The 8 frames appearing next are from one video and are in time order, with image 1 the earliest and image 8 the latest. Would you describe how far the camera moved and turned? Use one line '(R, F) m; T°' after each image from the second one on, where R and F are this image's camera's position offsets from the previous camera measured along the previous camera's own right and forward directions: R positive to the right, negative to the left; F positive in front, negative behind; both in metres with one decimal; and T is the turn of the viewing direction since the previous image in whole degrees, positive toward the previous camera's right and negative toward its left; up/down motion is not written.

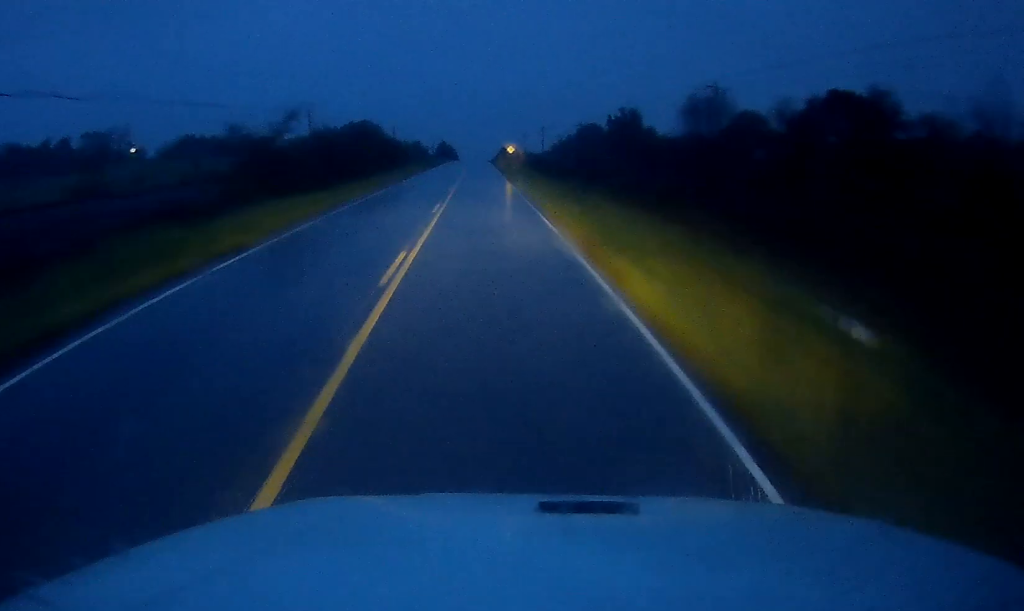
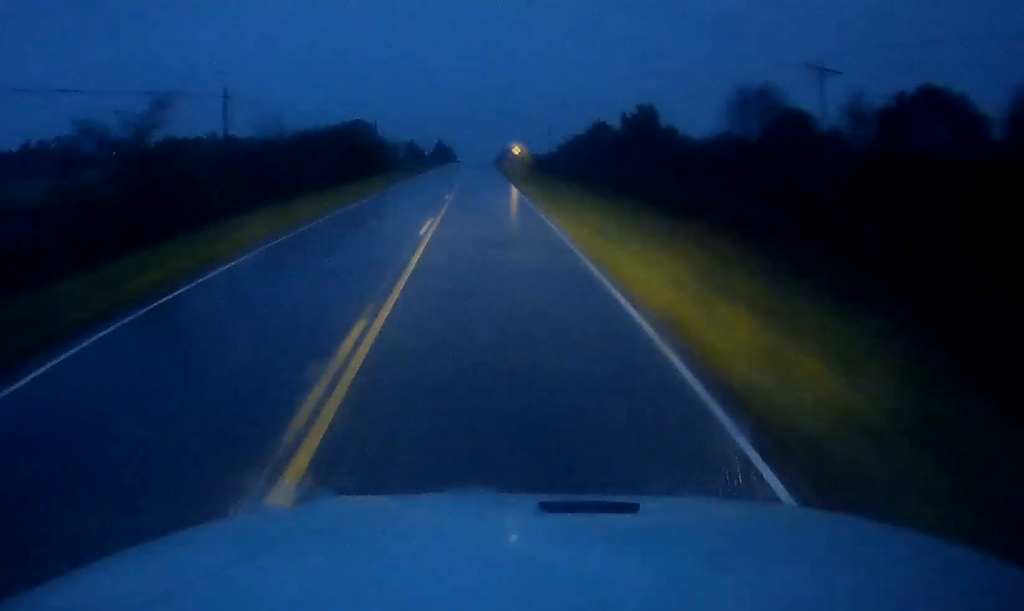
(0.0, +17.6) m; 0°
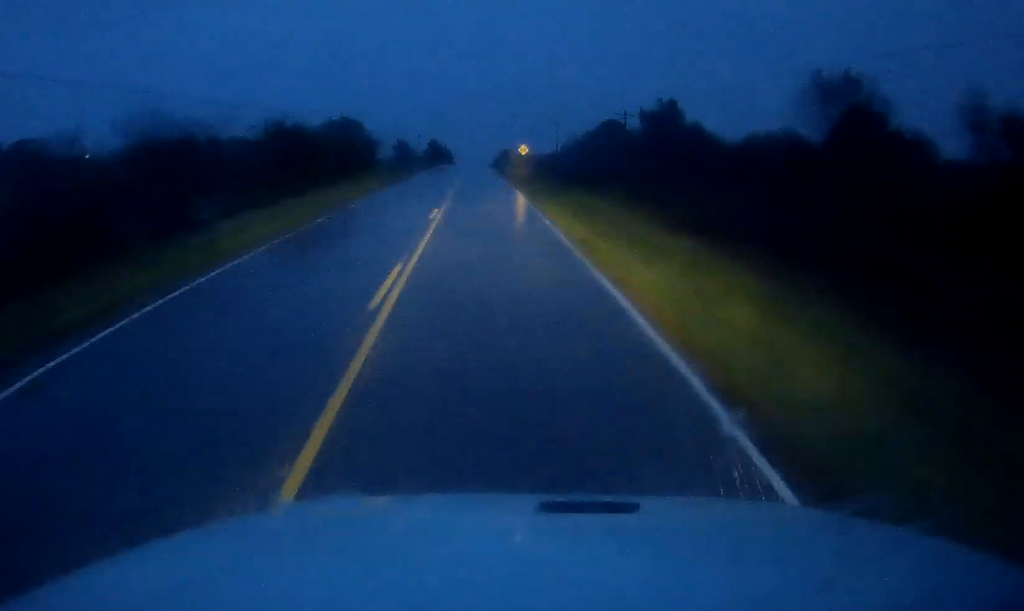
(-0.3, +20.0) m; 0°
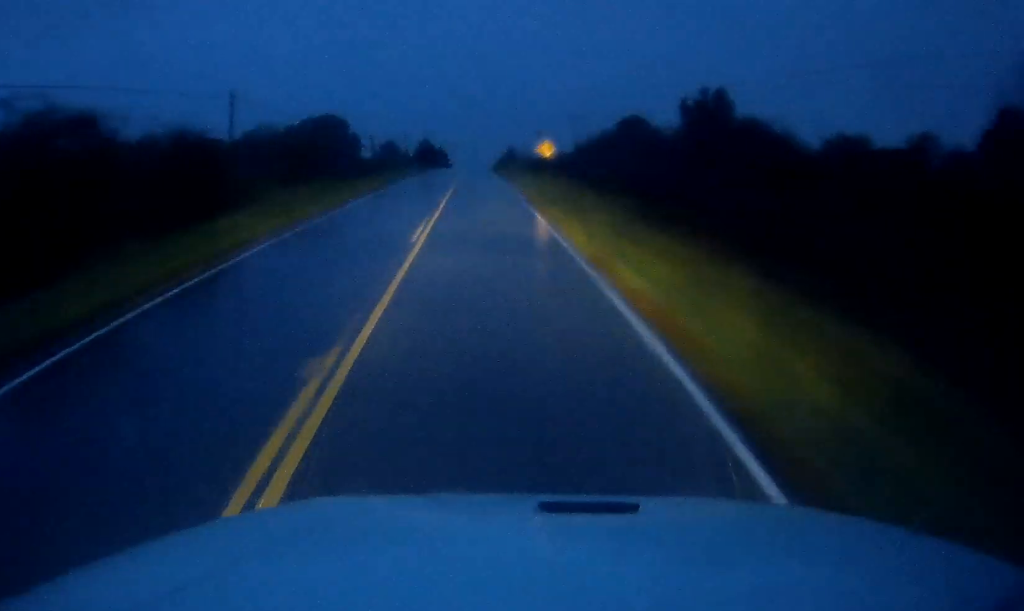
(+0.3, +29.6) m; 0°
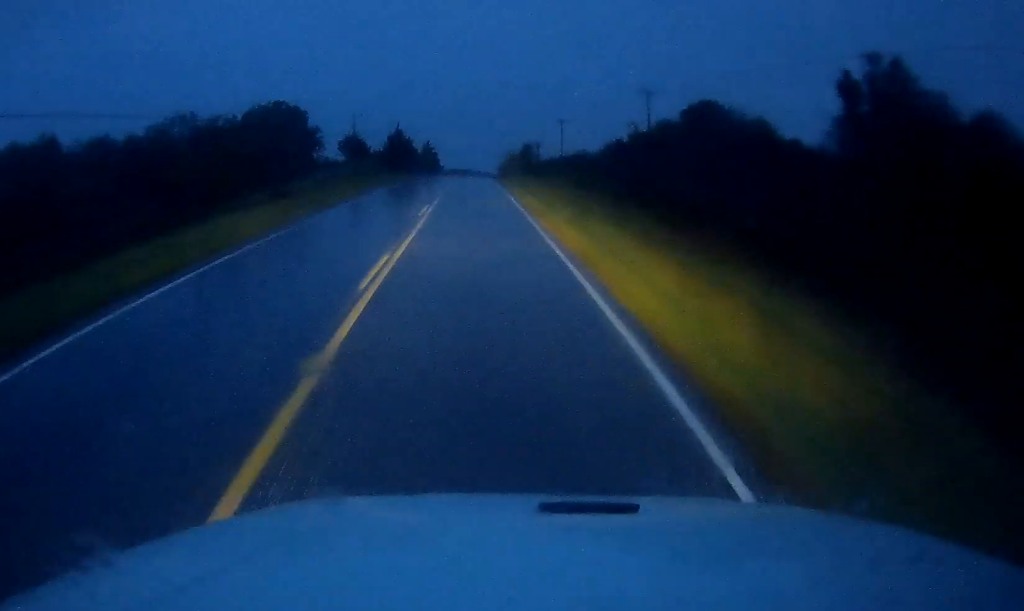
(0.0, +54.5) m; 0°
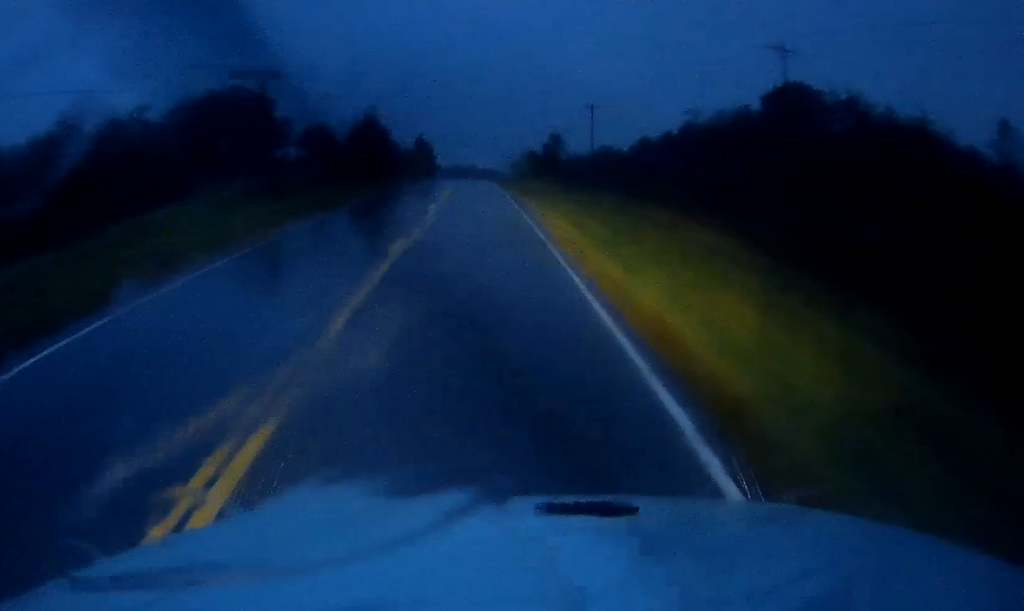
(-0.2, +32.7) m; -1°
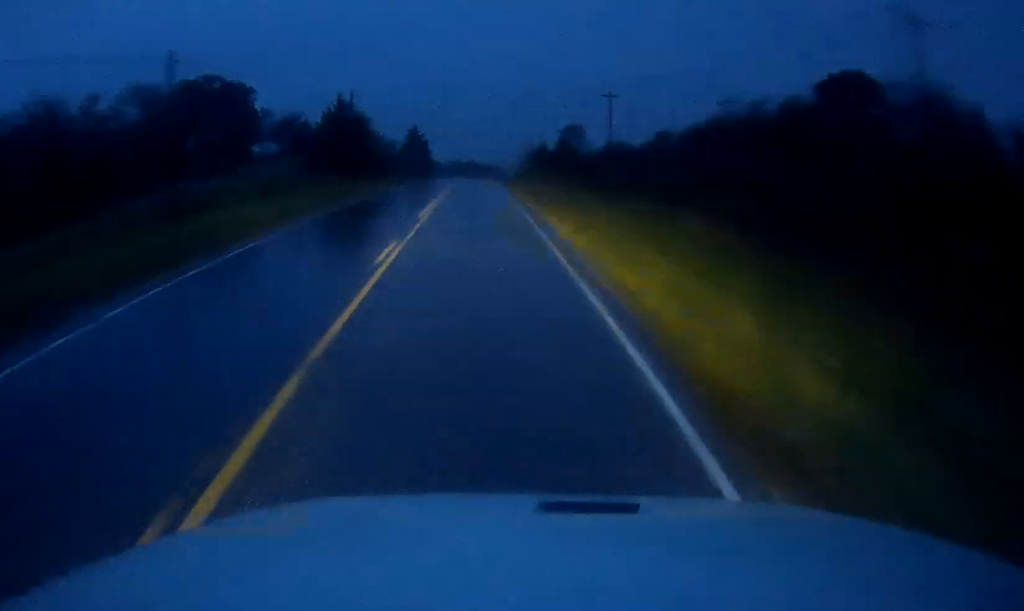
(0.0, +14.4) m; 0°
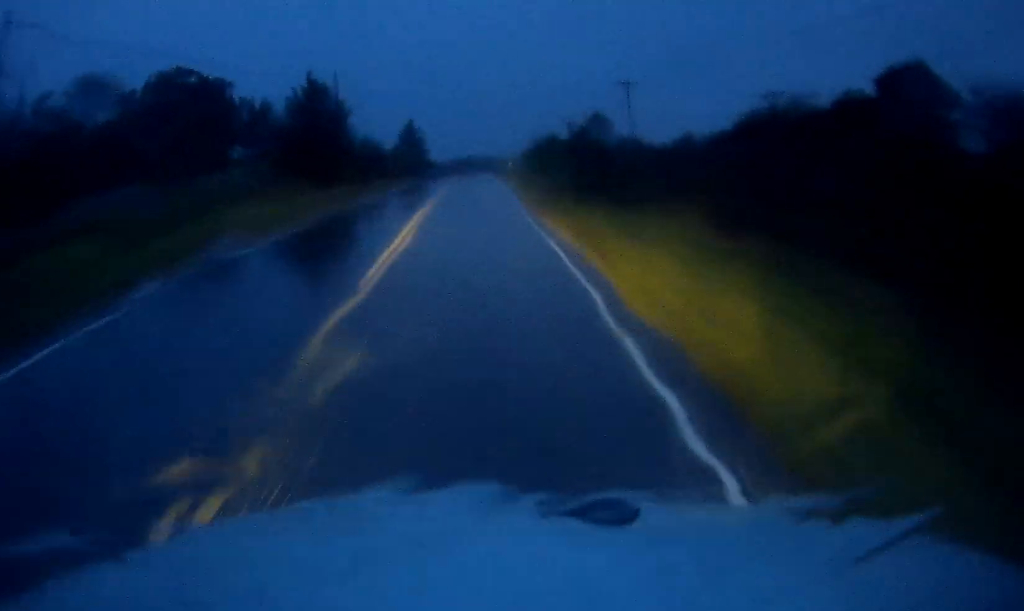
(0.0, +12.0) m; 0°
